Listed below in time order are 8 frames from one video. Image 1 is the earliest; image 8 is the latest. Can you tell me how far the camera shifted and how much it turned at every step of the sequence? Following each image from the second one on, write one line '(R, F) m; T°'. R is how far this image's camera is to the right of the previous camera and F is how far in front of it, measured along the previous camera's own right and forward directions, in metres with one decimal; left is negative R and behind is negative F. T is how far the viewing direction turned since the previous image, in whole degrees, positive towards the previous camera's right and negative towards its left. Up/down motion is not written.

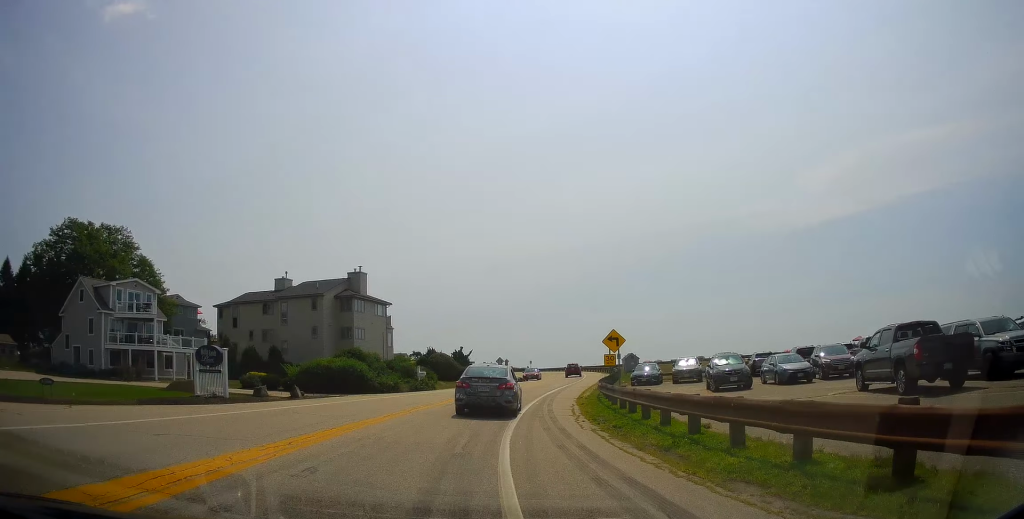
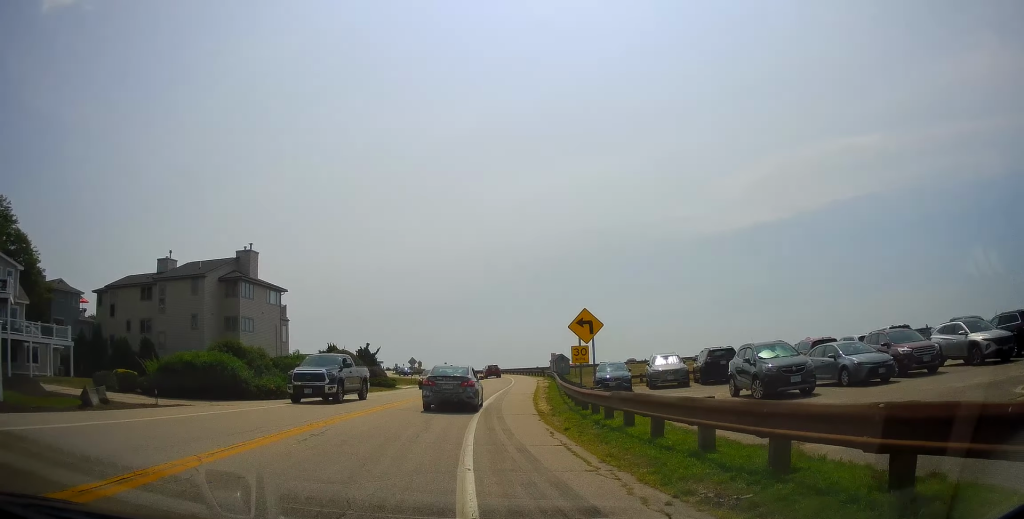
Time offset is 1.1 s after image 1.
(+0.9, +11.2) m; +6°
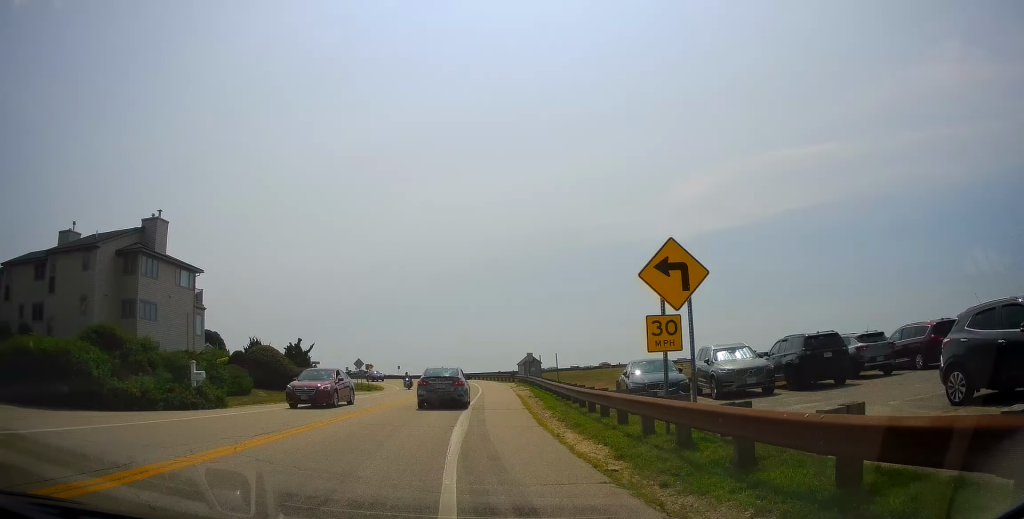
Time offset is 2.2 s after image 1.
(+0.1, +12.0) m; +3°
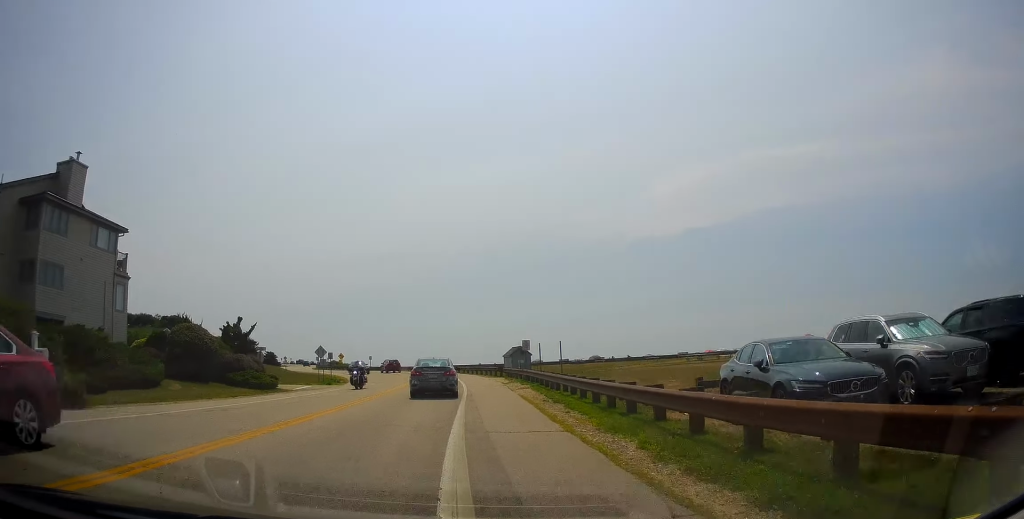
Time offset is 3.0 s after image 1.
(+0.3, +9.7) m; 0°
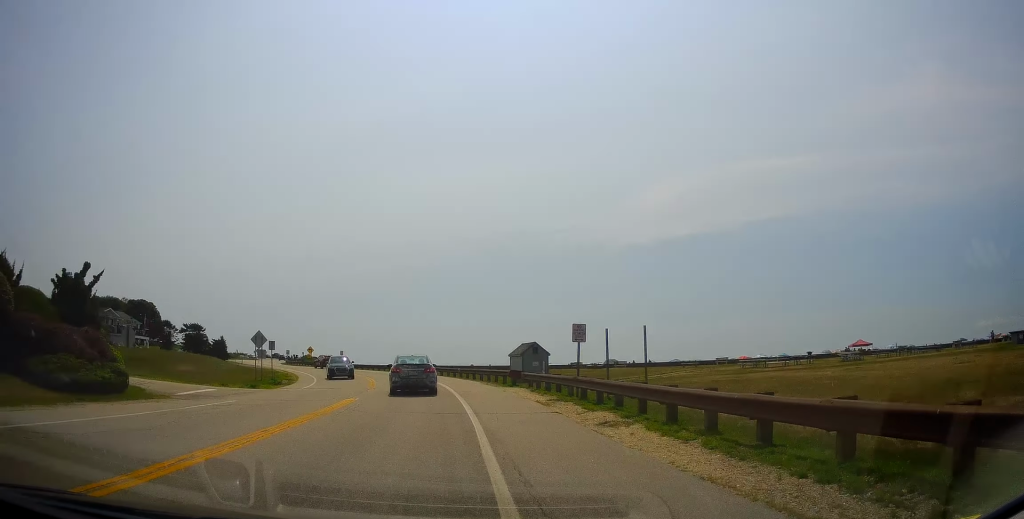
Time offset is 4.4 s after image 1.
(-0.2, +16.2) m; +1°
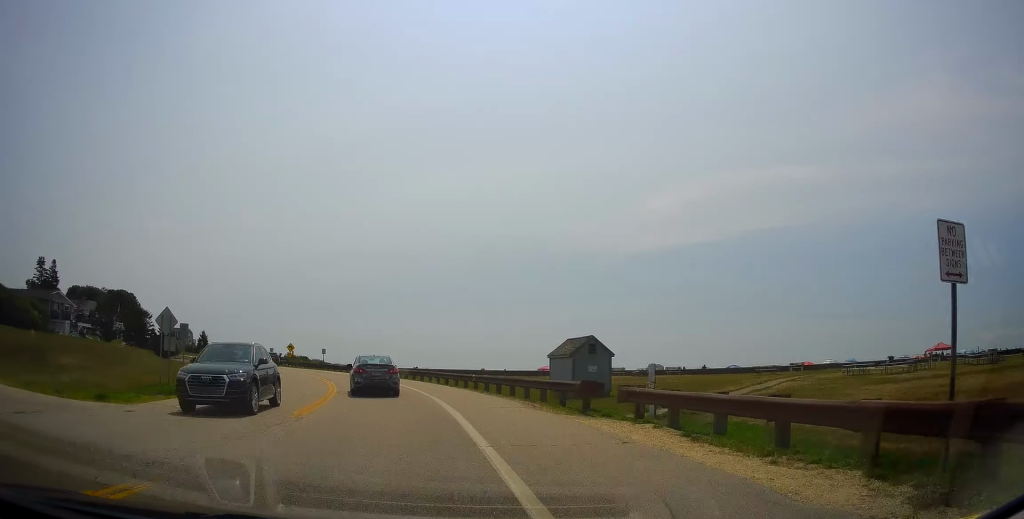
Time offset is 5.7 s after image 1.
(+0.4, +15.1) m; -2°
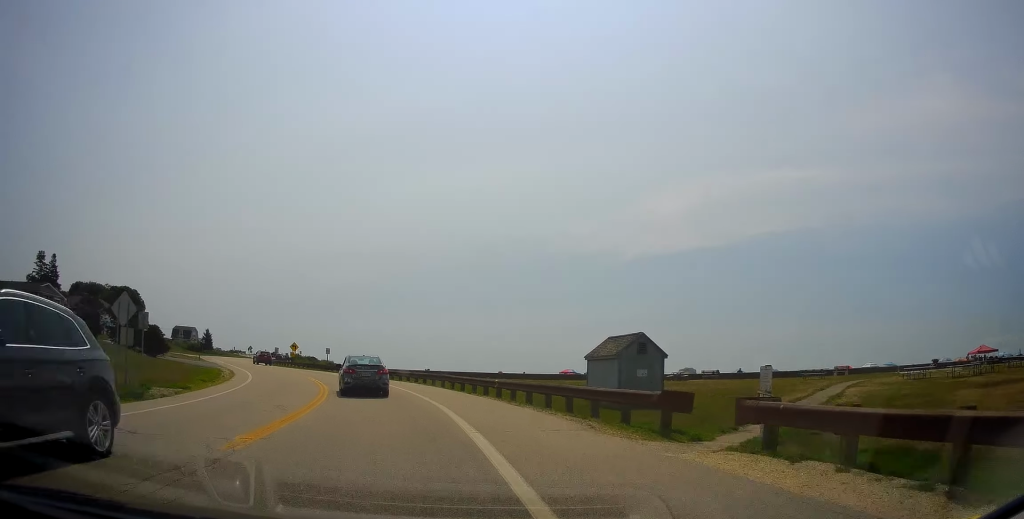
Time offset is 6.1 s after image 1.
(0.0, +5.1) m; -2°
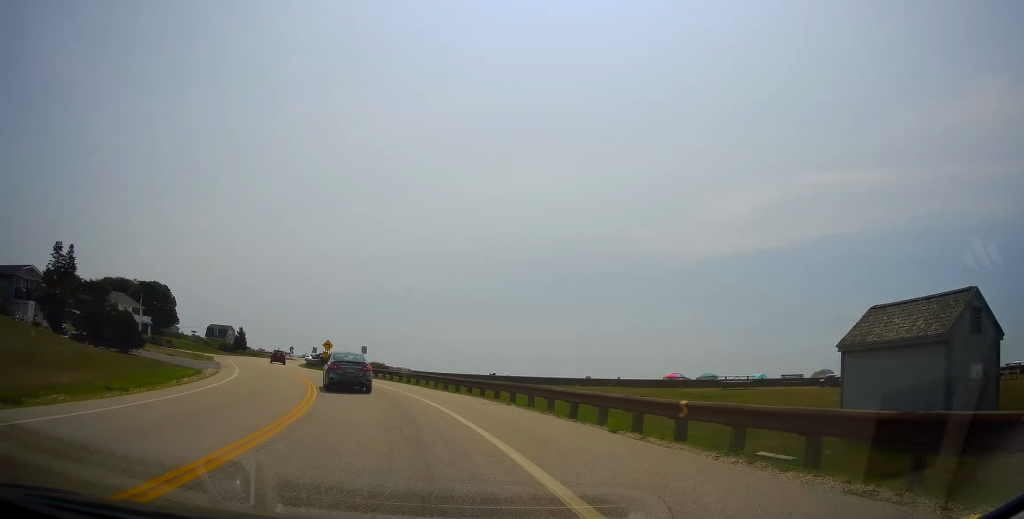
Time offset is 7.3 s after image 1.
(-0.9, +14.0) m; -7°
